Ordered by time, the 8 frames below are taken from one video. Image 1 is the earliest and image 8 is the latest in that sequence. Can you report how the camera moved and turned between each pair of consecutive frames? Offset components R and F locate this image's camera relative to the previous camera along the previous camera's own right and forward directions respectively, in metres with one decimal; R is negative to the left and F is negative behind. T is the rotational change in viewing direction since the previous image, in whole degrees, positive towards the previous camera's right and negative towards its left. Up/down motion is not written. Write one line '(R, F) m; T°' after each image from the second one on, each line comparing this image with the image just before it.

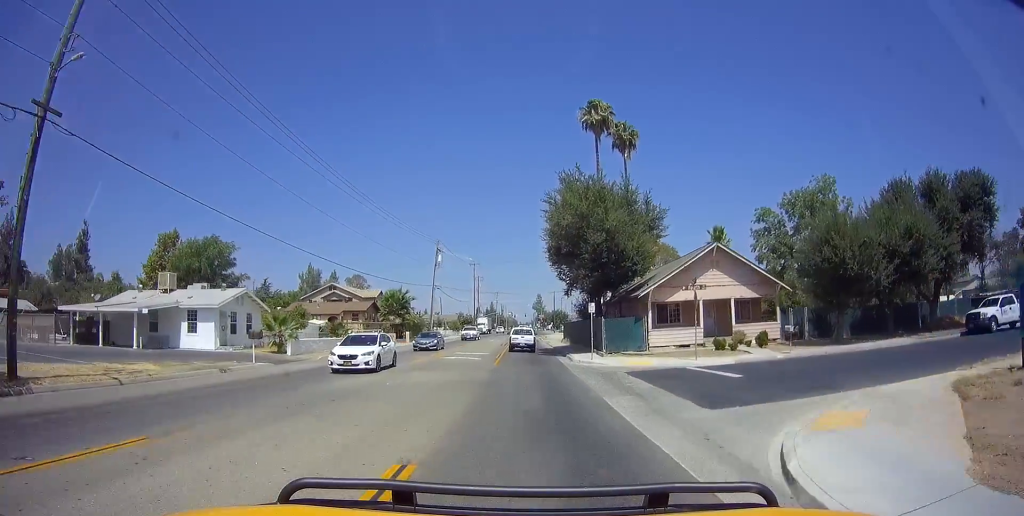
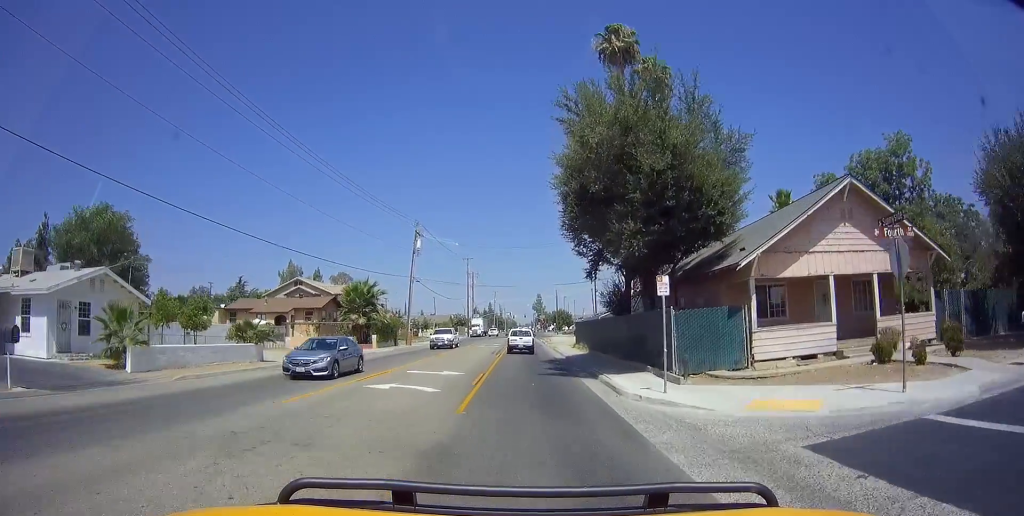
(0.0, +13.6) m; 0°
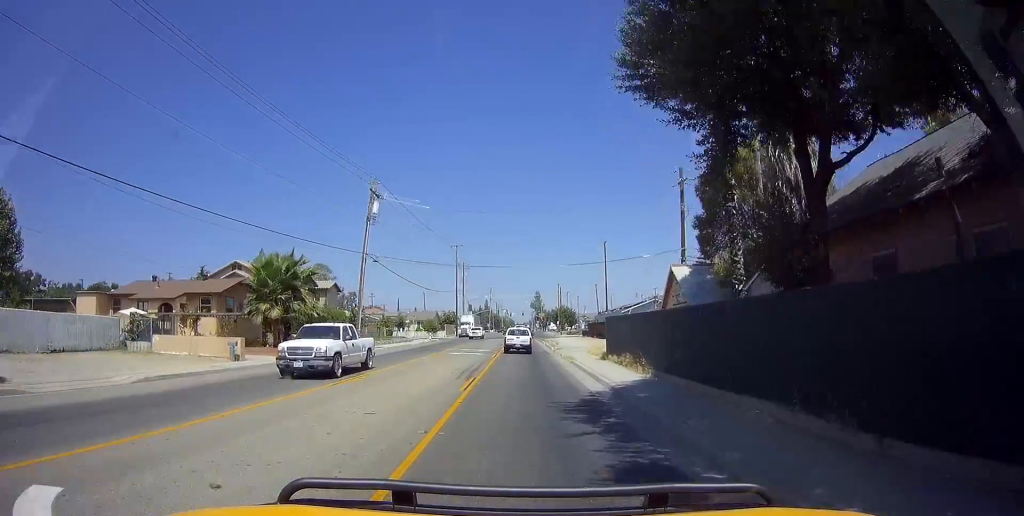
(0.0, +16.9) m; 0°
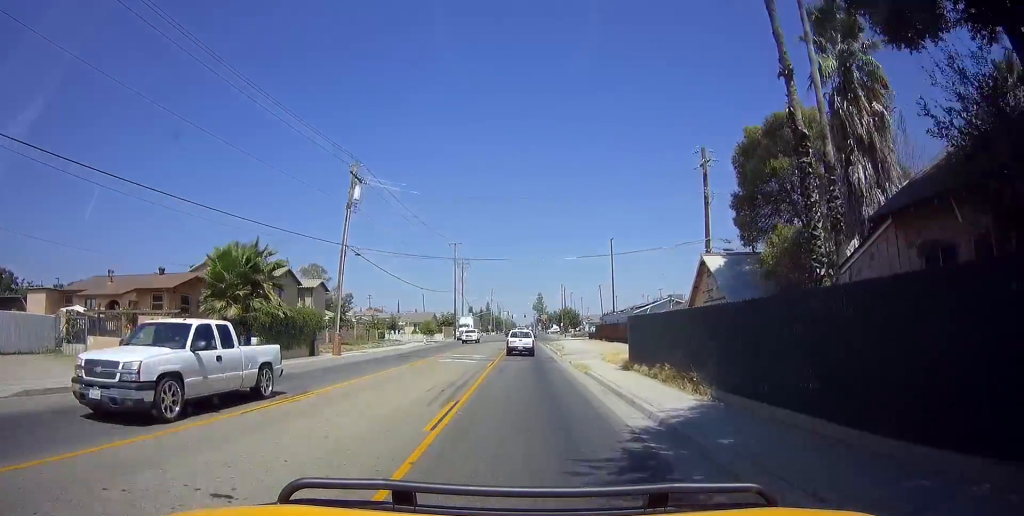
(0.0, +5.2) m; 0°
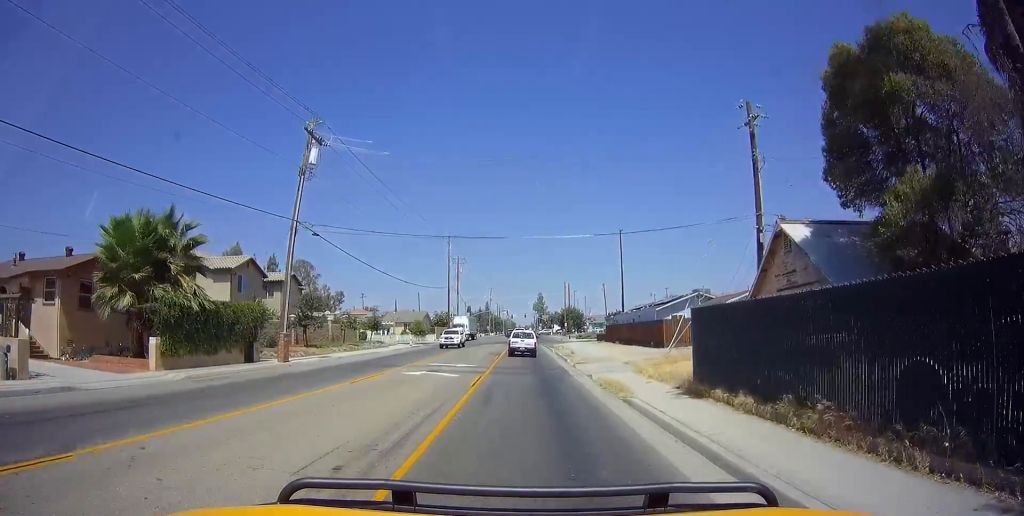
(0.0, +8.1) m; 0°
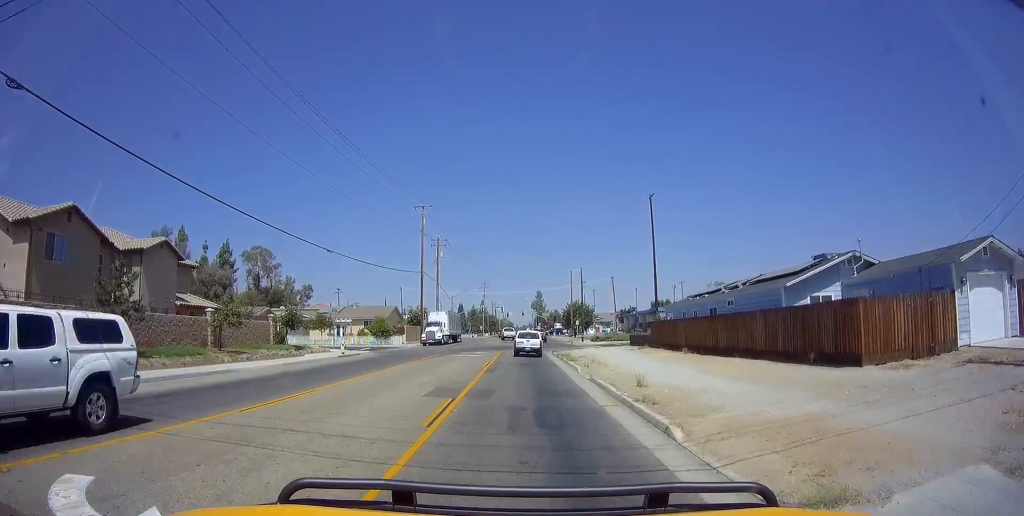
(0.0, +21.3) m; 0°
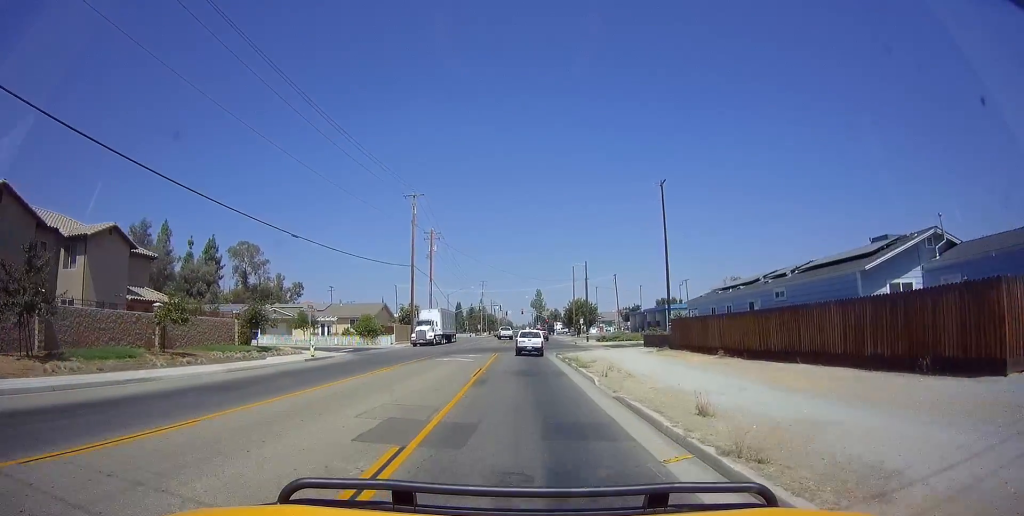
(0.0, +5.3) m; 0°
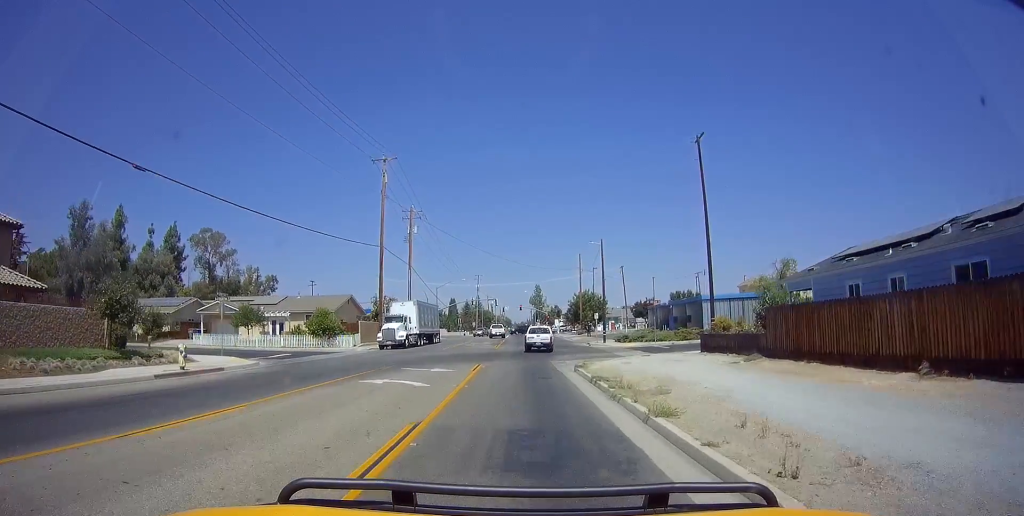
(0.0, +12.9) m; 0°
